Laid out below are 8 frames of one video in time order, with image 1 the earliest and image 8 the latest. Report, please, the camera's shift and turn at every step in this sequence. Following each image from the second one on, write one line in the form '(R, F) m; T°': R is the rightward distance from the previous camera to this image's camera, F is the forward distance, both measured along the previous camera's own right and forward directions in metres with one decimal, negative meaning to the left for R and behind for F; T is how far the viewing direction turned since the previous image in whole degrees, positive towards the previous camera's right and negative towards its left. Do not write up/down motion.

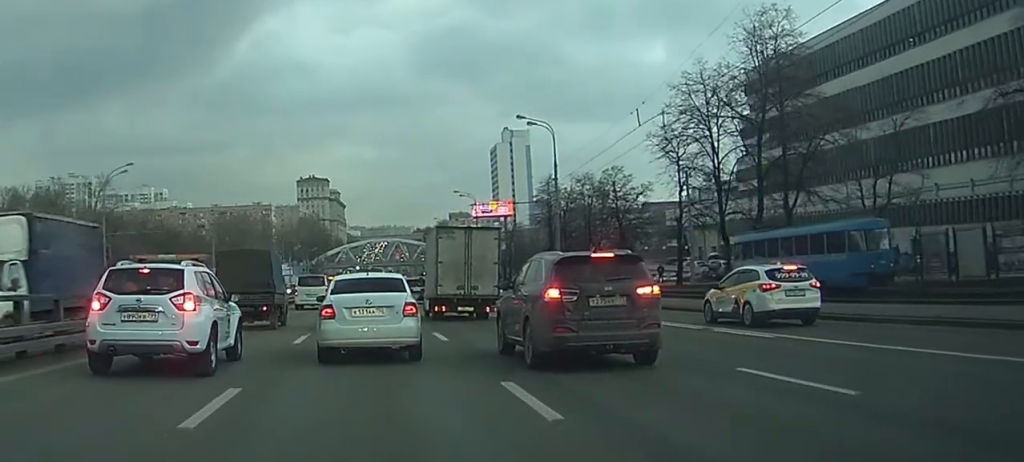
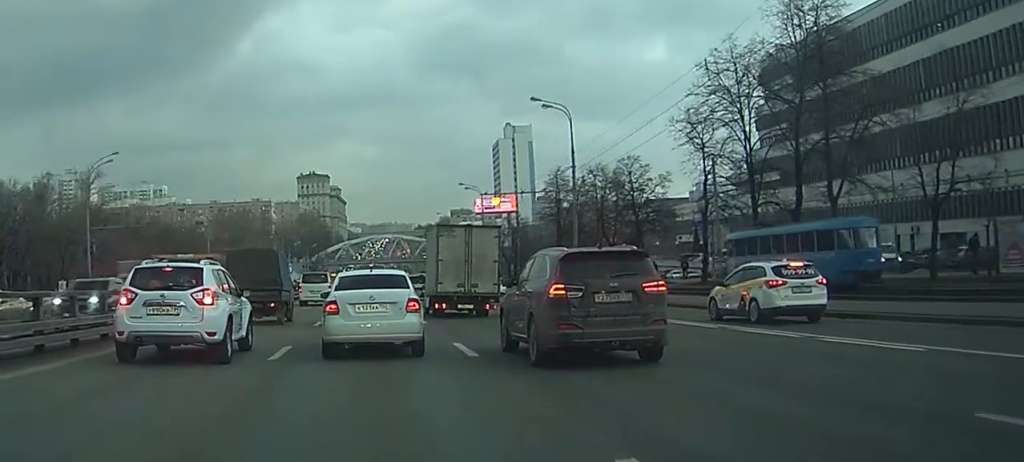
(+0.1, +5.3) m; +1°
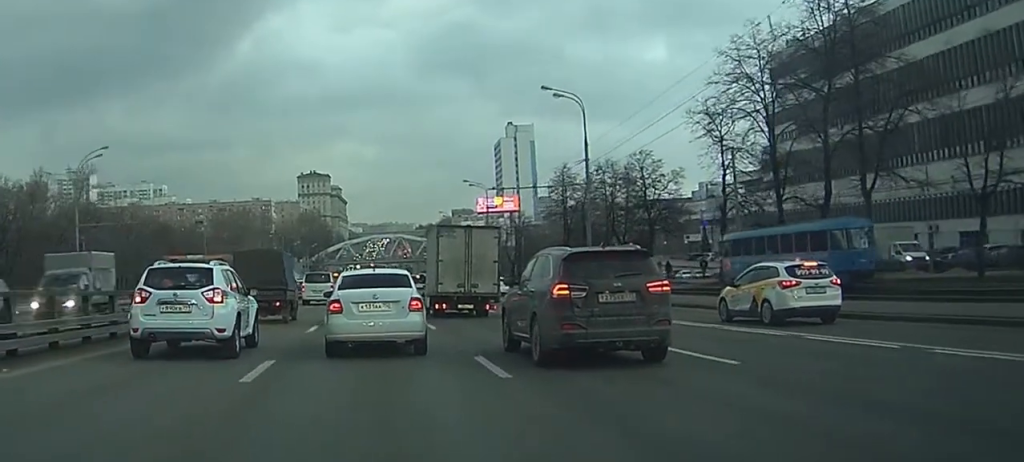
(0.0, +3.4) m; 0°
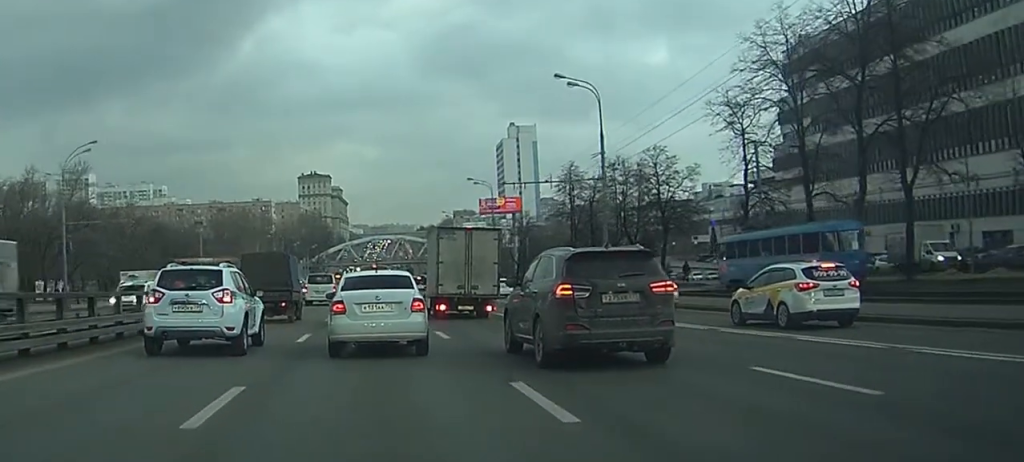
(0.0, +3.6) m; 0°
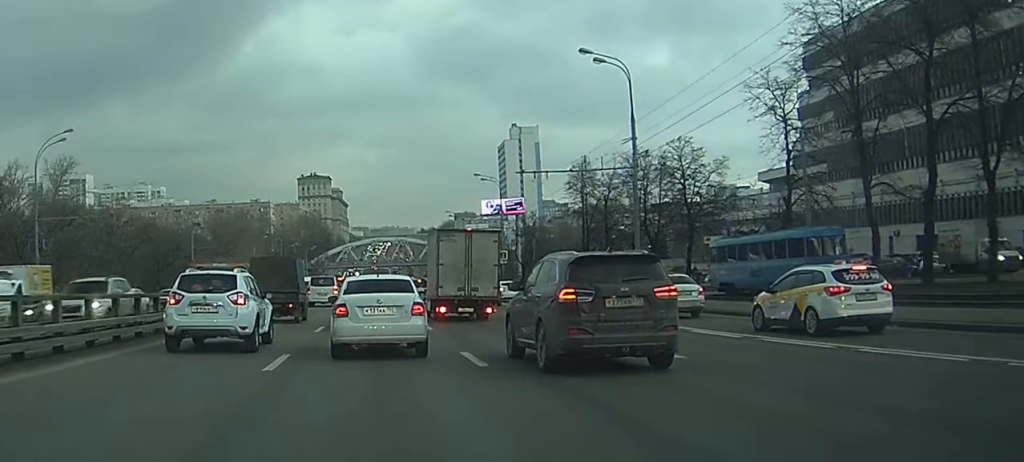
(0.0, +6.1) m; -1°
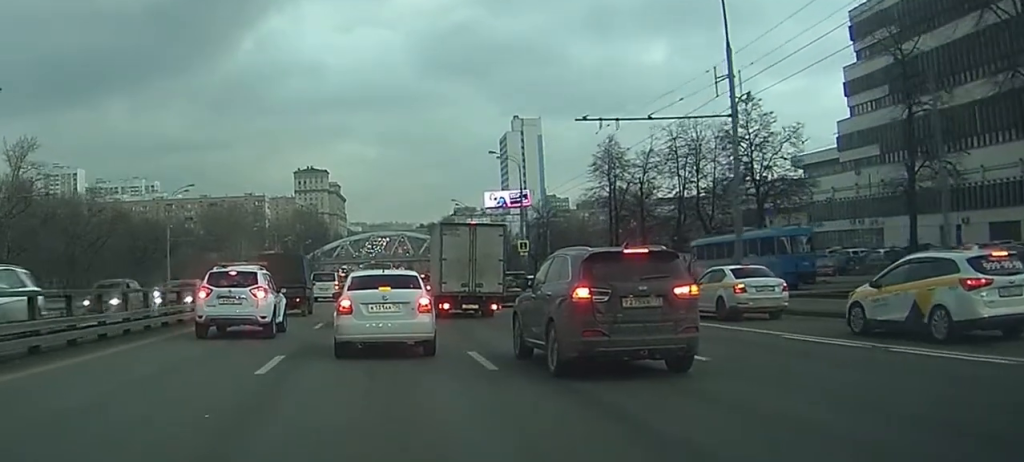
(-0.1, +12.4) m; 0°
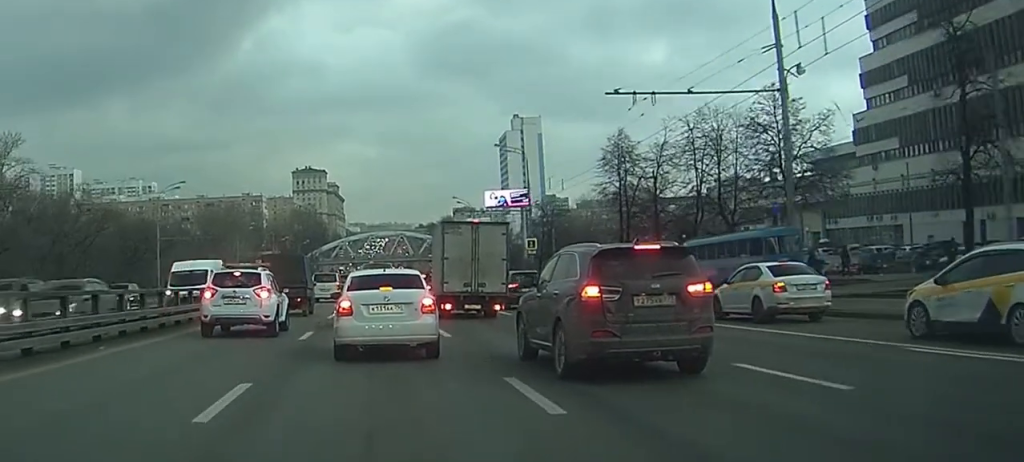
(0.0, +4.0) m; 0°
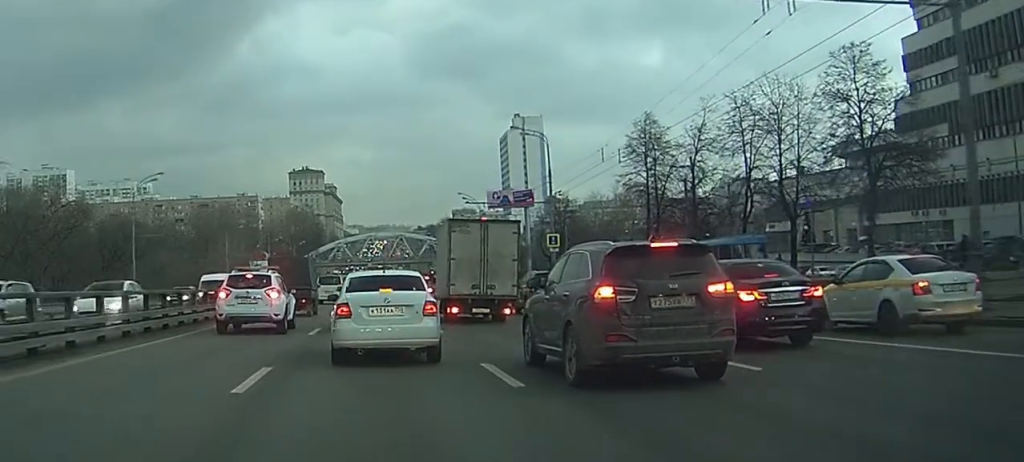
(0.0, +9.5) m; 0°
